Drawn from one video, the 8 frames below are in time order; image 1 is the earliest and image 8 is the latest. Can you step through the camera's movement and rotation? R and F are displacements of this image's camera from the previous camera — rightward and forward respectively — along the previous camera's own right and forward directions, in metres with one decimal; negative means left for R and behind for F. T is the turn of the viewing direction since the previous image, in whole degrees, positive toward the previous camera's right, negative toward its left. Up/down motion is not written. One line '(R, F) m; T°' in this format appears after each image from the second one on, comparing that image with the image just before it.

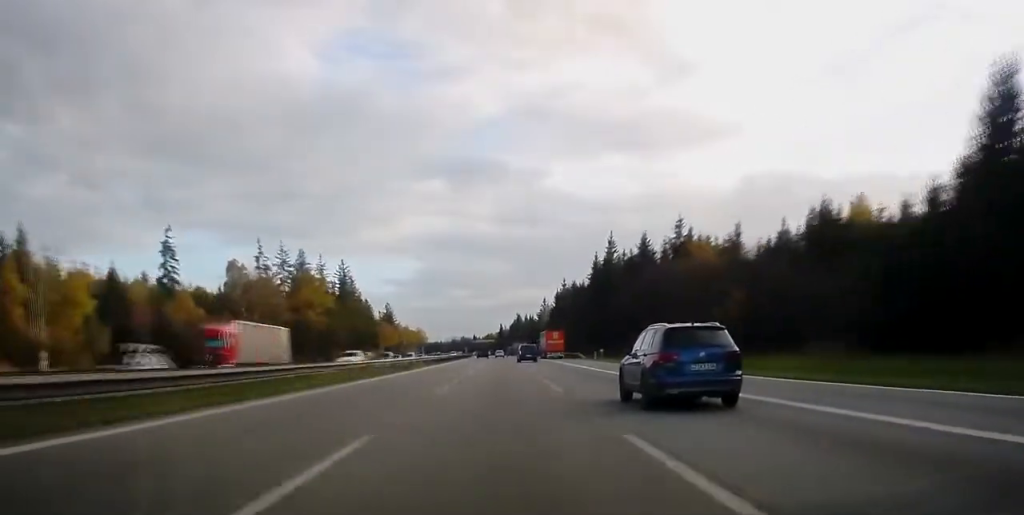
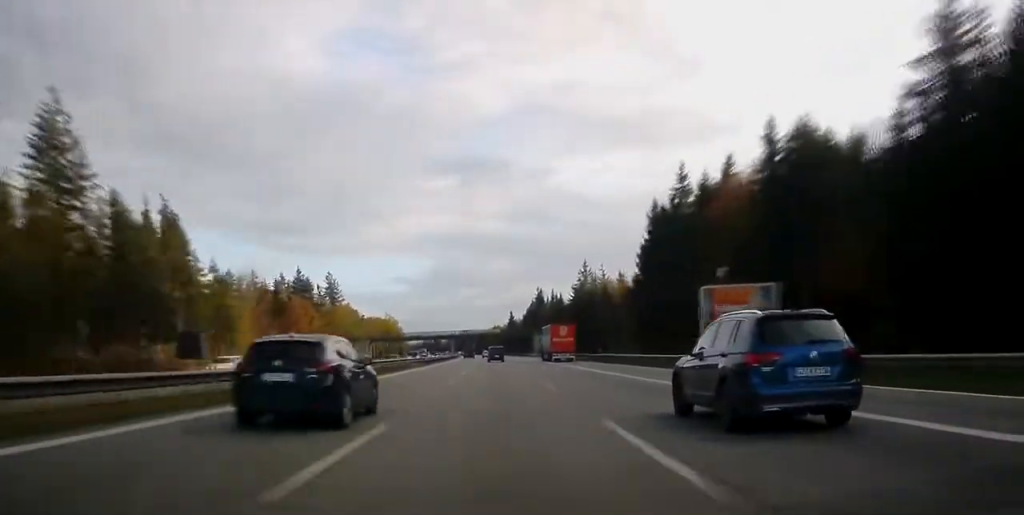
(-1.1, +159.9) m; -1°
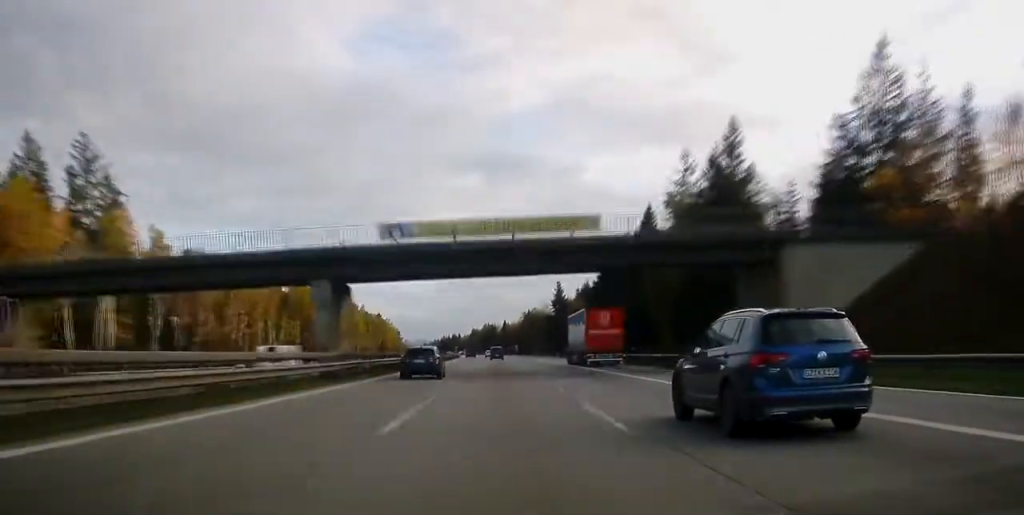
(-3.0, +179.0) m; -2°
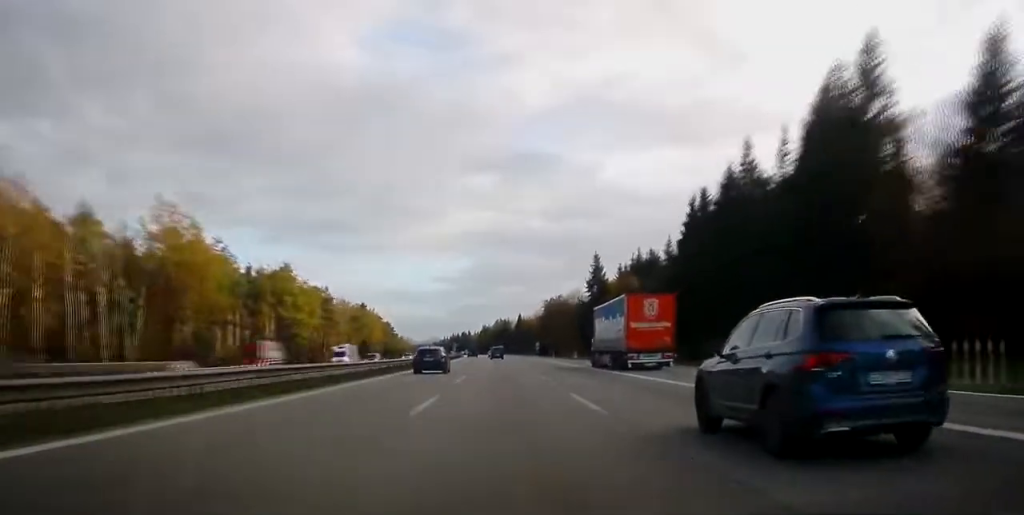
(-0.4, +69.7) m; -1°
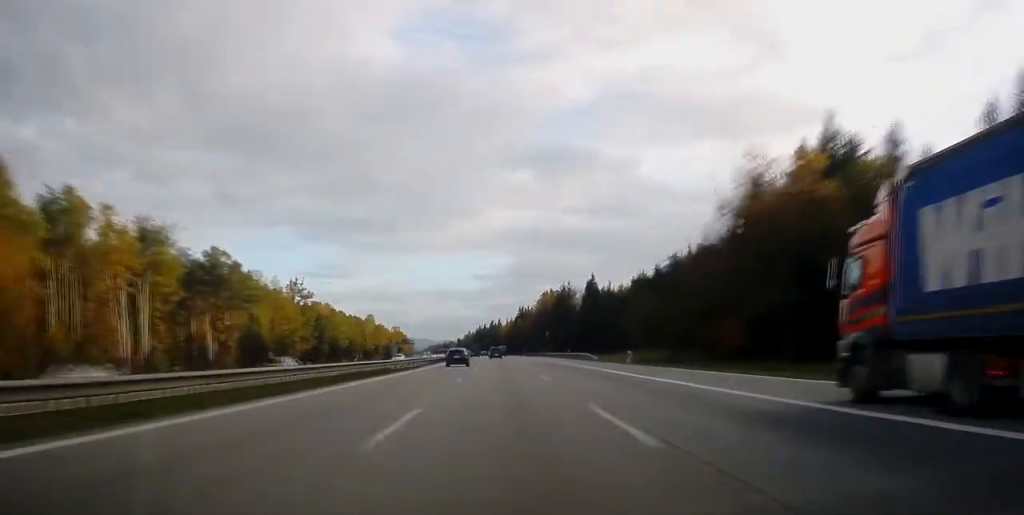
(-5.1, +220.0) m; -3°
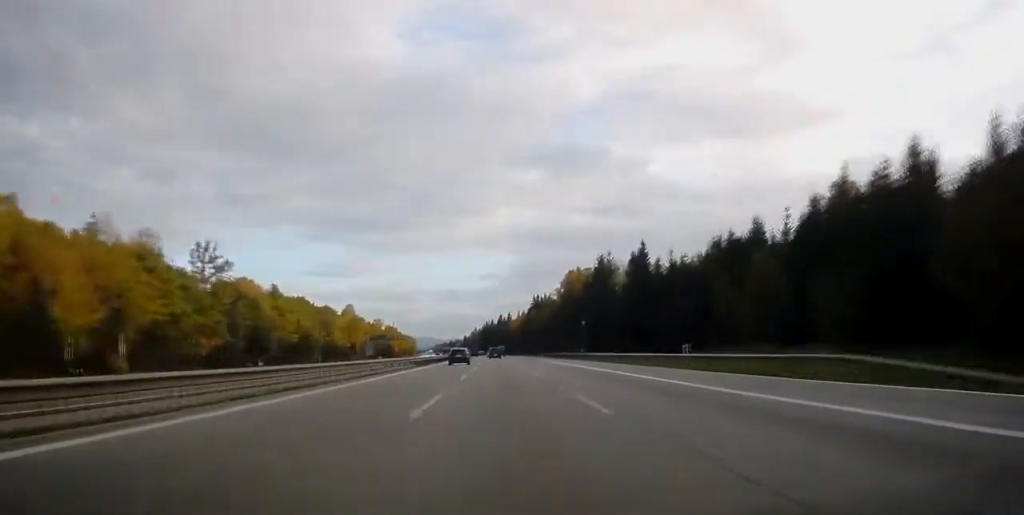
(-0.3, +65.8) m; -1°
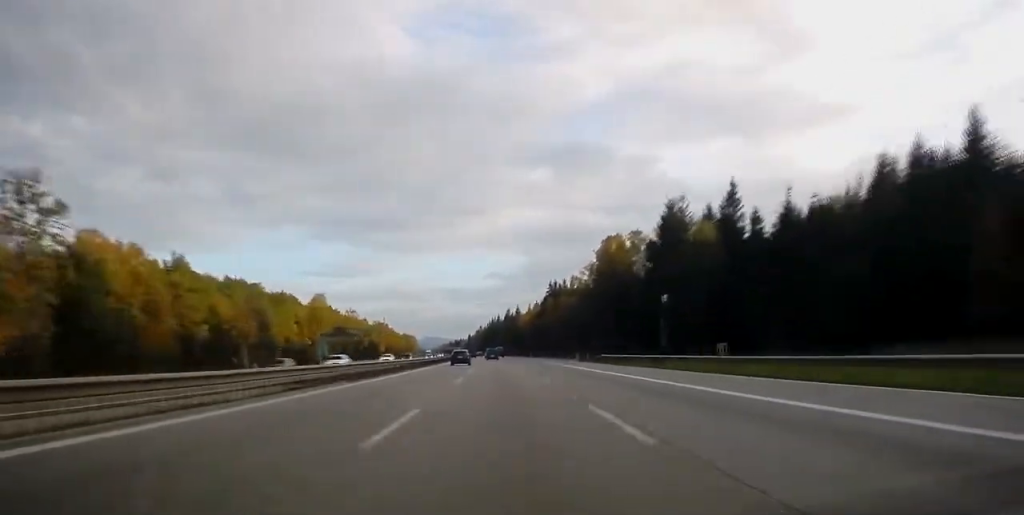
(-0.5, +57.4) m; -1°
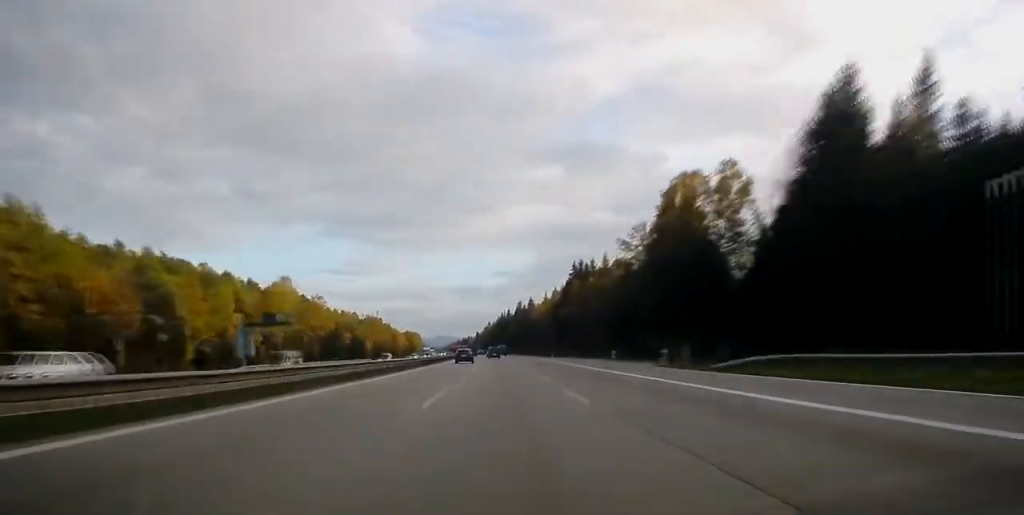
(+0.1, +46.6) m; -1°
